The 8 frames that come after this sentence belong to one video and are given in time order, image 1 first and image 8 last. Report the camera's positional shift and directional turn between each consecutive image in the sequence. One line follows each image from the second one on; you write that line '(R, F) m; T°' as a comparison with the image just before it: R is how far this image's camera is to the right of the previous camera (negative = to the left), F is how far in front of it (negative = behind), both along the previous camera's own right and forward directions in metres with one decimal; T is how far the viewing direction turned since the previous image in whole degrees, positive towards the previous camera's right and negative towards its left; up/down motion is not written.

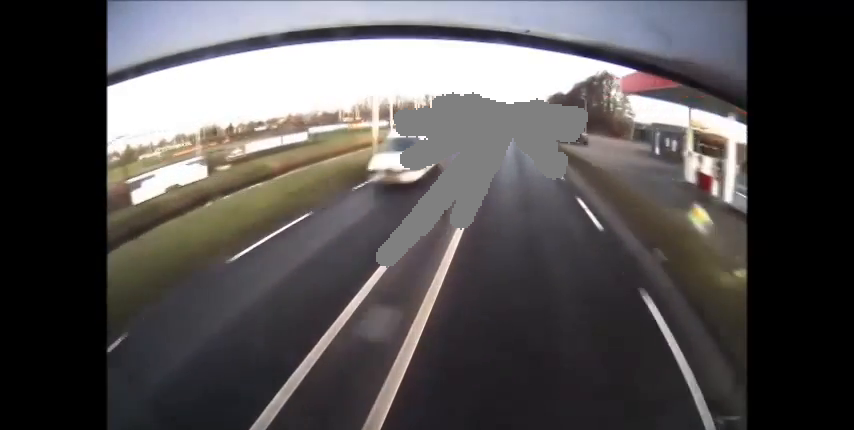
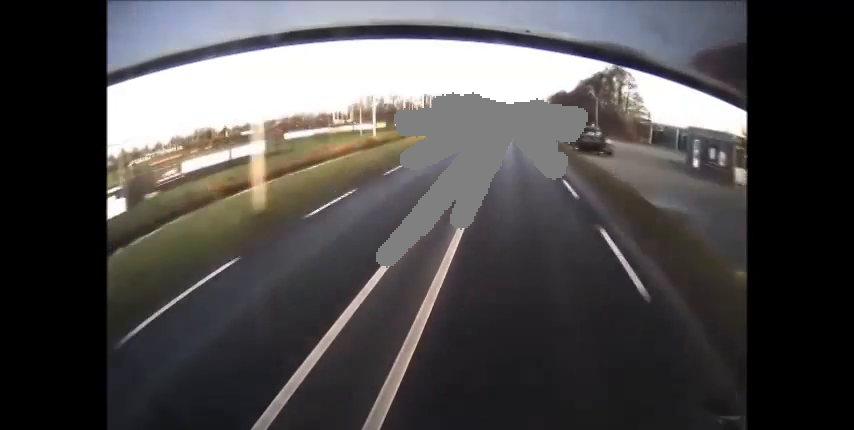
(0.0, +9.1) m; 0°
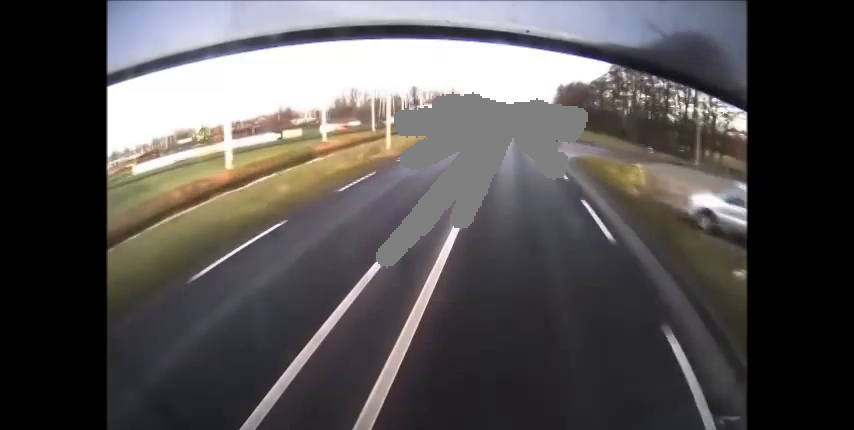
(0.0, +32.7) m; 0°
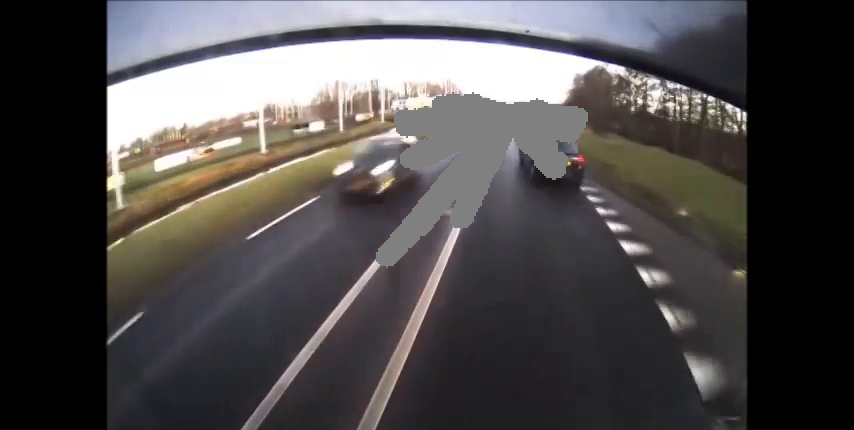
(-0.1, +31.0) m; 0°
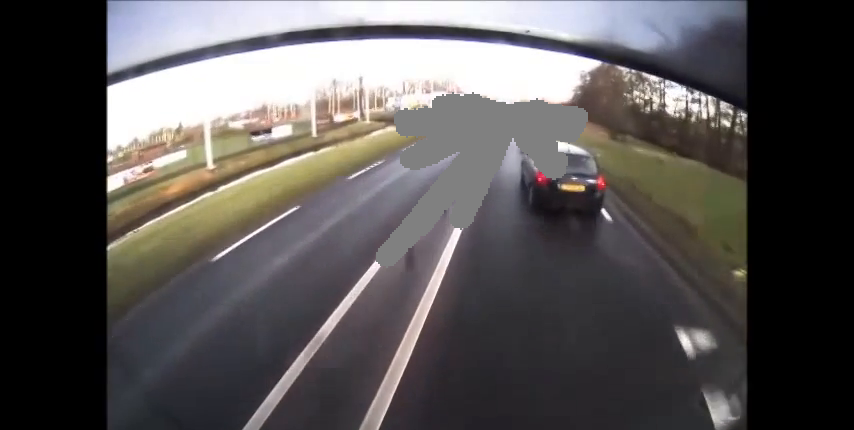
(0.0, +7.2) m; 0°
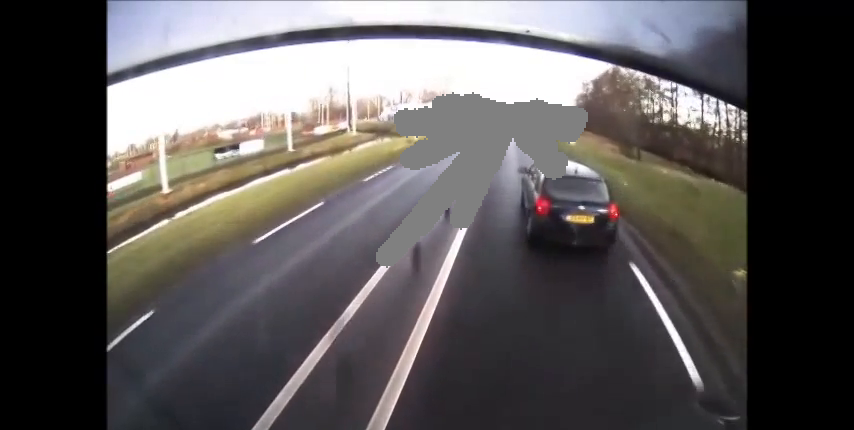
(0.0, +6.2) m; 0°
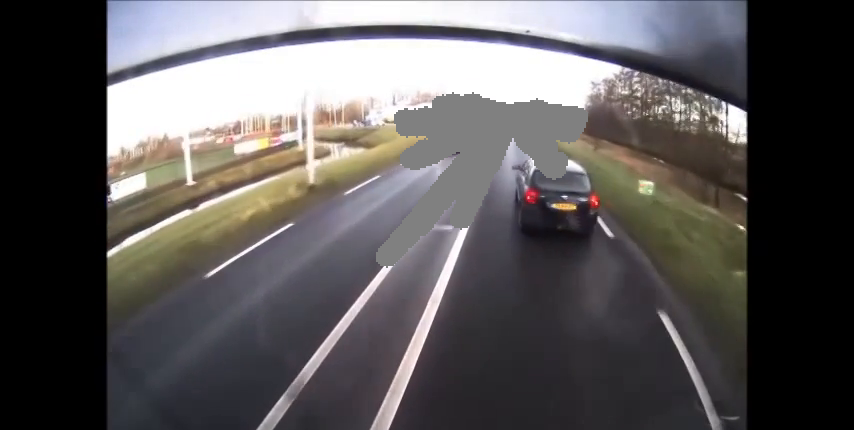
(0.0, +15.0) m; 0°
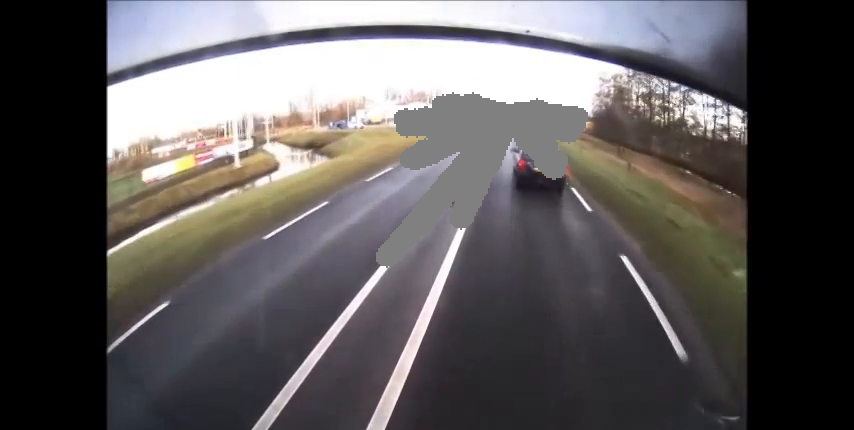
(0.0, +9.9) m; 0°
